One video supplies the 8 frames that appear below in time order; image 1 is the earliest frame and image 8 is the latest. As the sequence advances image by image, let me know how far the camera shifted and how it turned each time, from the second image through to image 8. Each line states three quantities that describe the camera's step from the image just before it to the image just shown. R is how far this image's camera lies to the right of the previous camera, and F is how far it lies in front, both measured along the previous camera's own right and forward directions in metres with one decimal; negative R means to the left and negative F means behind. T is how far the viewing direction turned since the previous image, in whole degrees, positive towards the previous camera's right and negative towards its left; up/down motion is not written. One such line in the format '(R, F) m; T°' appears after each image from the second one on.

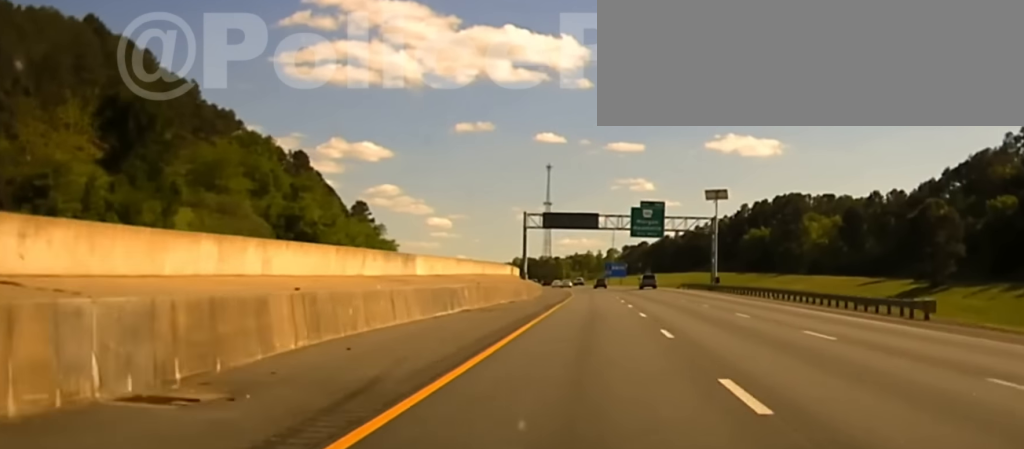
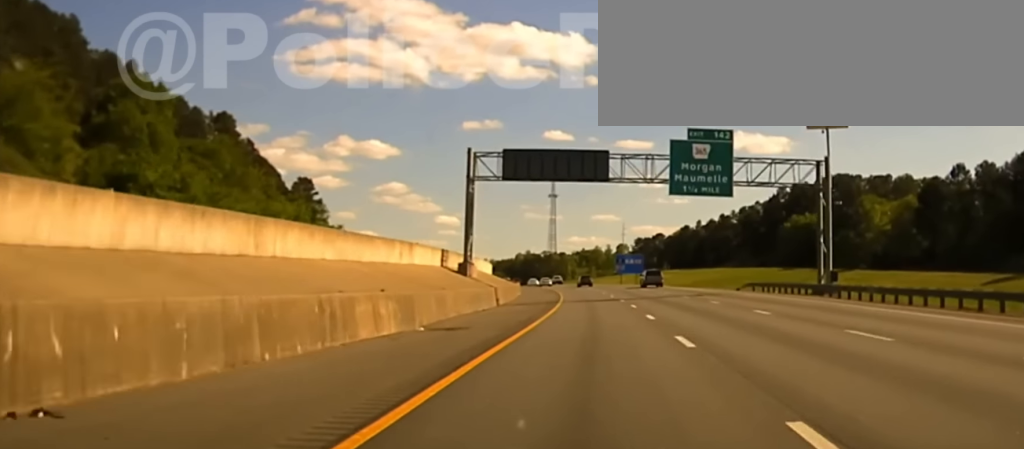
(-0.3, +49.7) m; -1°
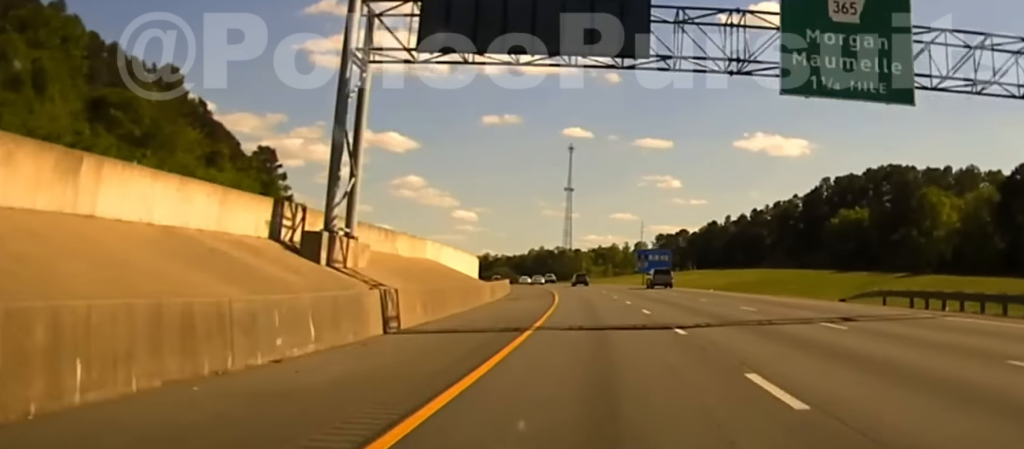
(-0.1, +31.1) m; -1°
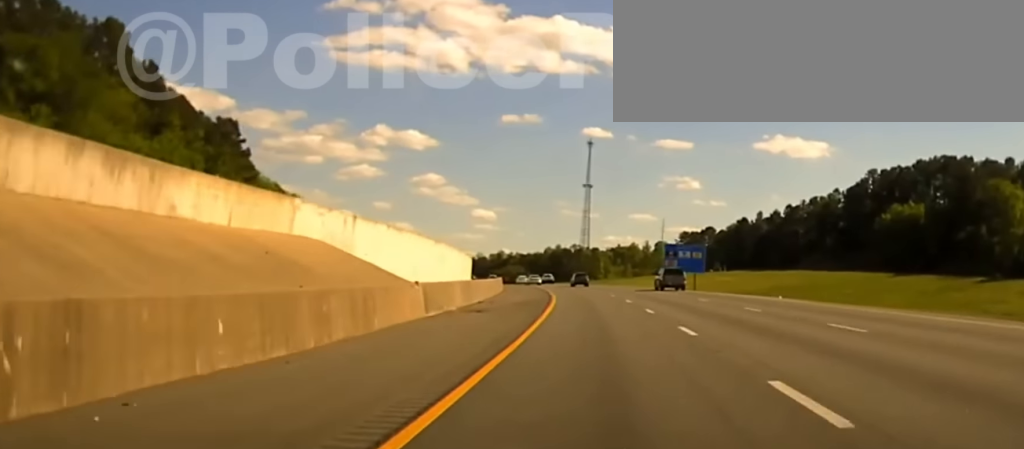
(-0.3, +25.9) m; -1°
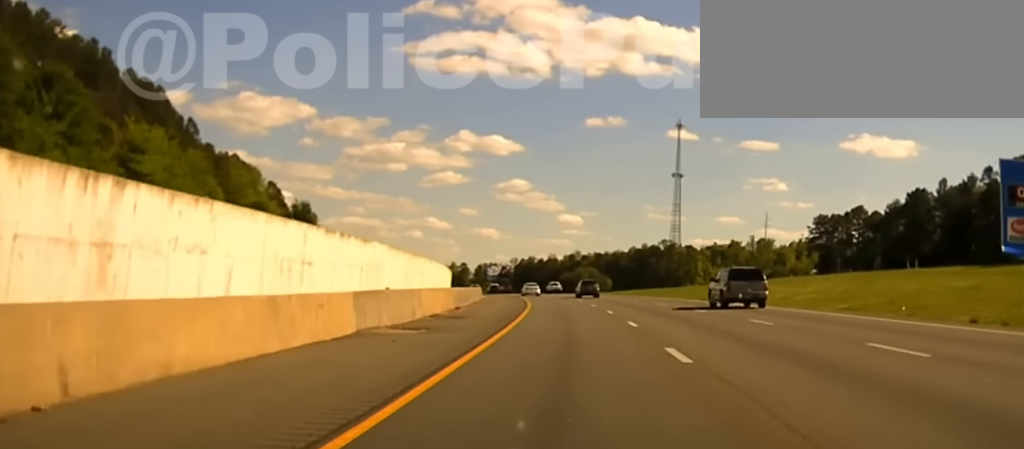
(-5.8, +86.4) m; -7°
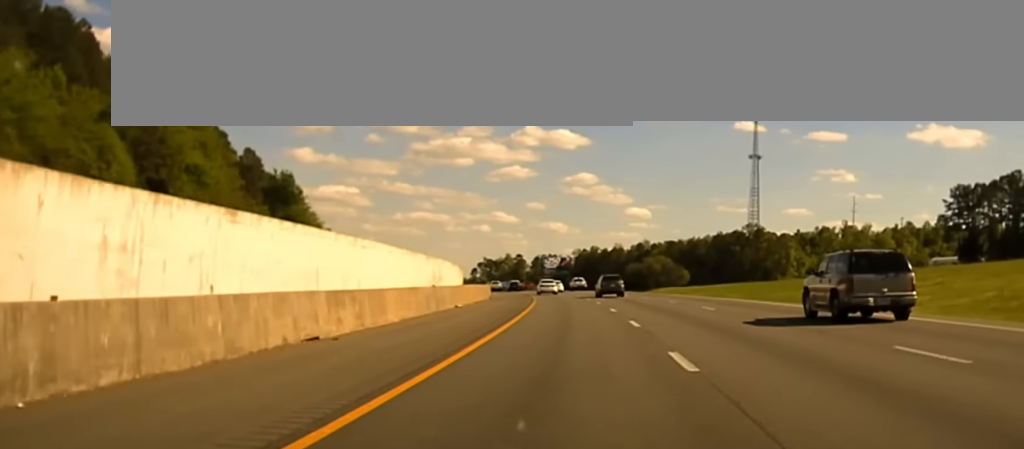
(-1.3, +48.5) m; -3°
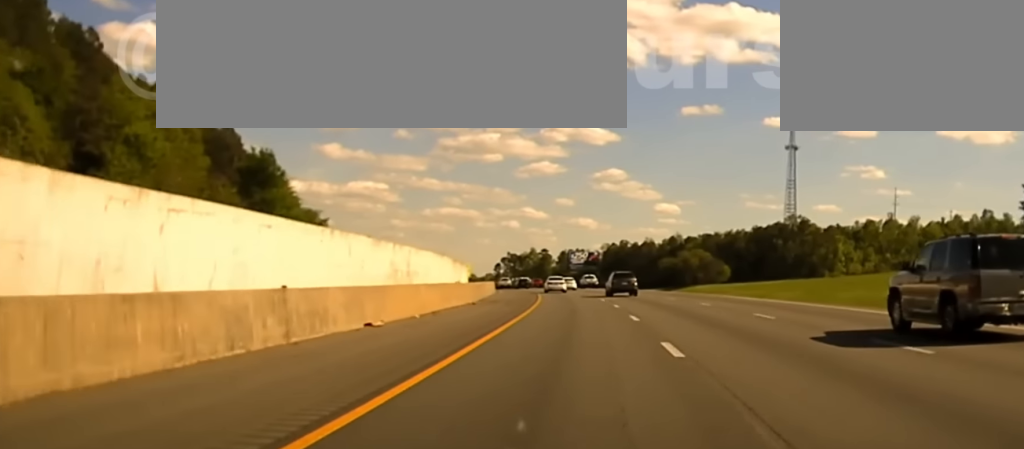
(+0.3, +21.5) m; -1°
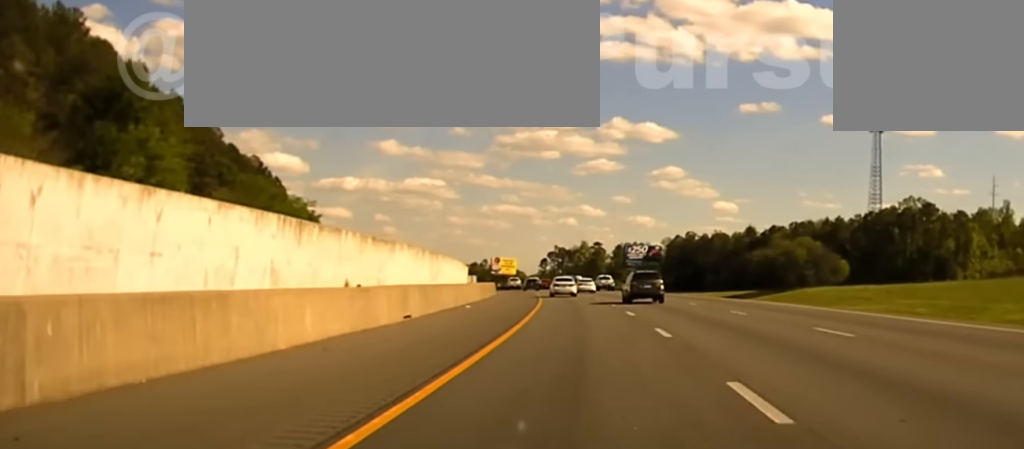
(-2.3, +54.3) m; -3°
